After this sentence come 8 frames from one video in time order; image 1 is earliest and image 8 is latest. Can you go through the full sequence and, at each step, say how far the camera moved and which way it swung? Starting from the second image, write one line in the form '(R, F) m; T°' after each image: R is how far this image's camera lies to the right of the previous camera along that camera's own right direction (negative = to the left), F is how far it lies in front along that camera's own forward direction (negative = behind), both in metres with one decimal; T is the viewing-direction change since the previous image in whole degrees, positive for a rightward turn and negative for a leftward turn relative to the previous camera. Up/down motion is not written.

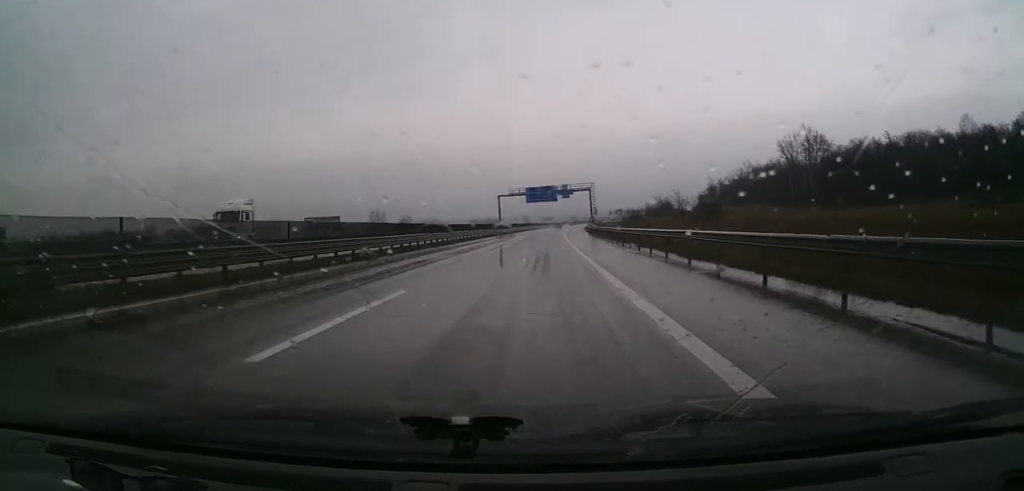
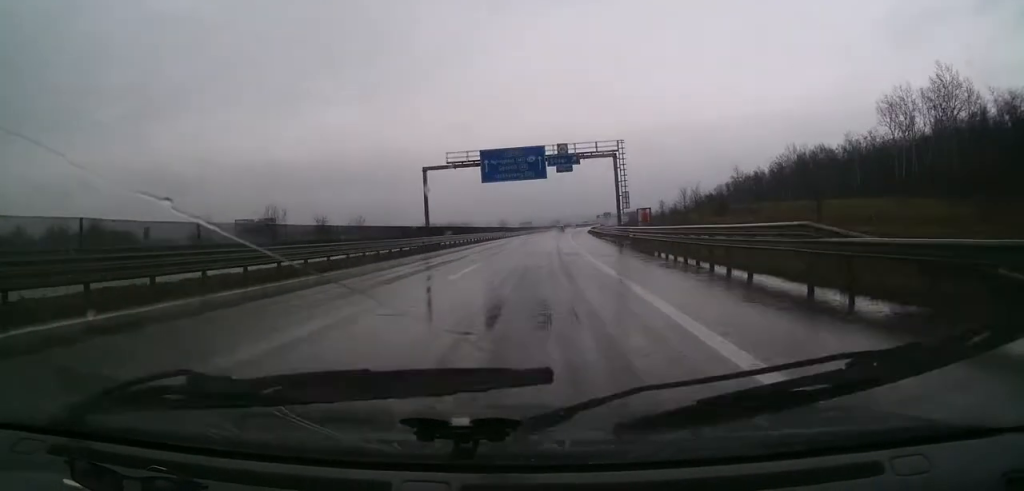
(+0.9, +63.8) m; +2°
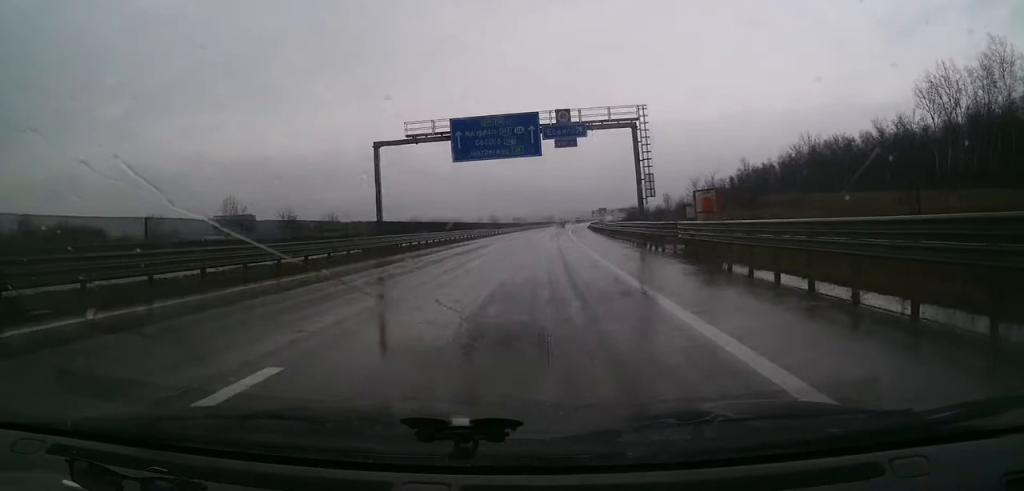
(0.0, +15.1) m; +1°
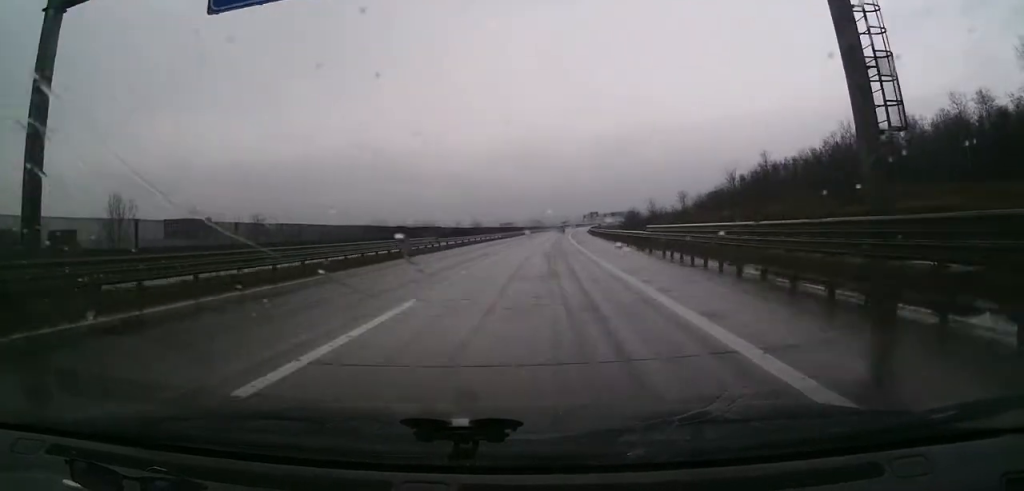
(+0.7, +31.4) m; +1°
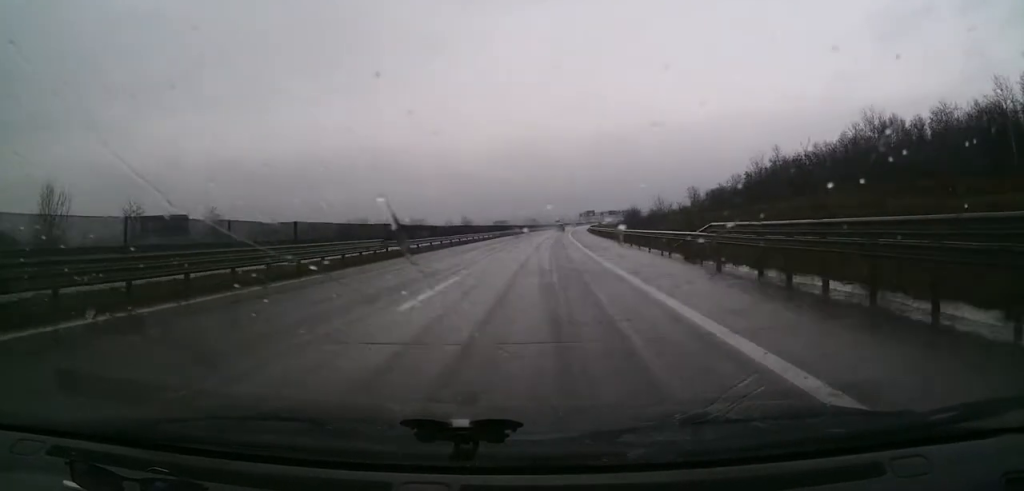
(0.0, +13.9) m; 0°
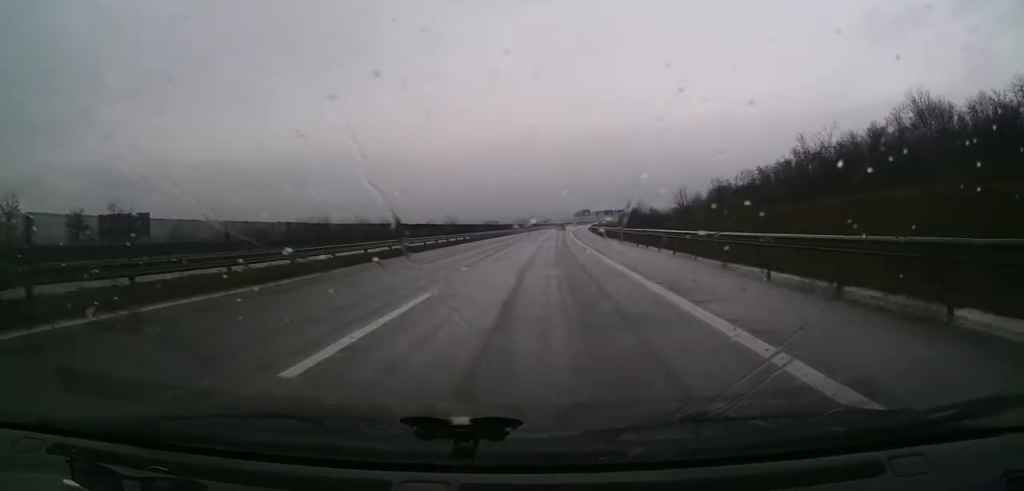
(0.0, +22.9) m; 0°
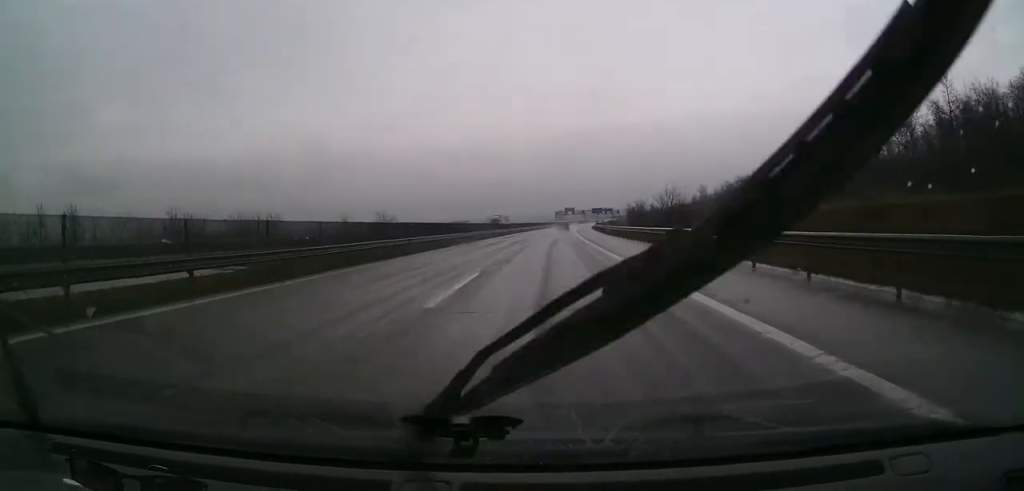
(+1.7, +69.6) m; +3°
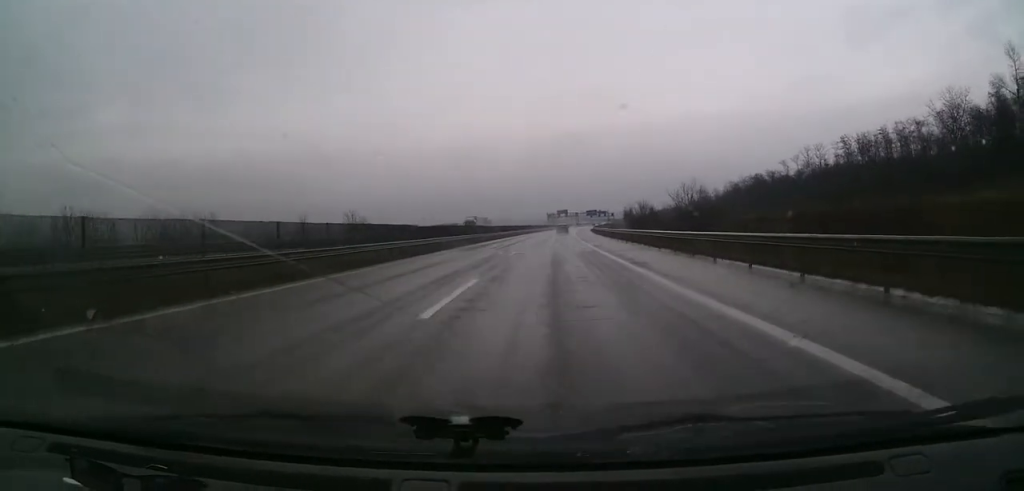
(+0.1, +19.4) m; +1°
